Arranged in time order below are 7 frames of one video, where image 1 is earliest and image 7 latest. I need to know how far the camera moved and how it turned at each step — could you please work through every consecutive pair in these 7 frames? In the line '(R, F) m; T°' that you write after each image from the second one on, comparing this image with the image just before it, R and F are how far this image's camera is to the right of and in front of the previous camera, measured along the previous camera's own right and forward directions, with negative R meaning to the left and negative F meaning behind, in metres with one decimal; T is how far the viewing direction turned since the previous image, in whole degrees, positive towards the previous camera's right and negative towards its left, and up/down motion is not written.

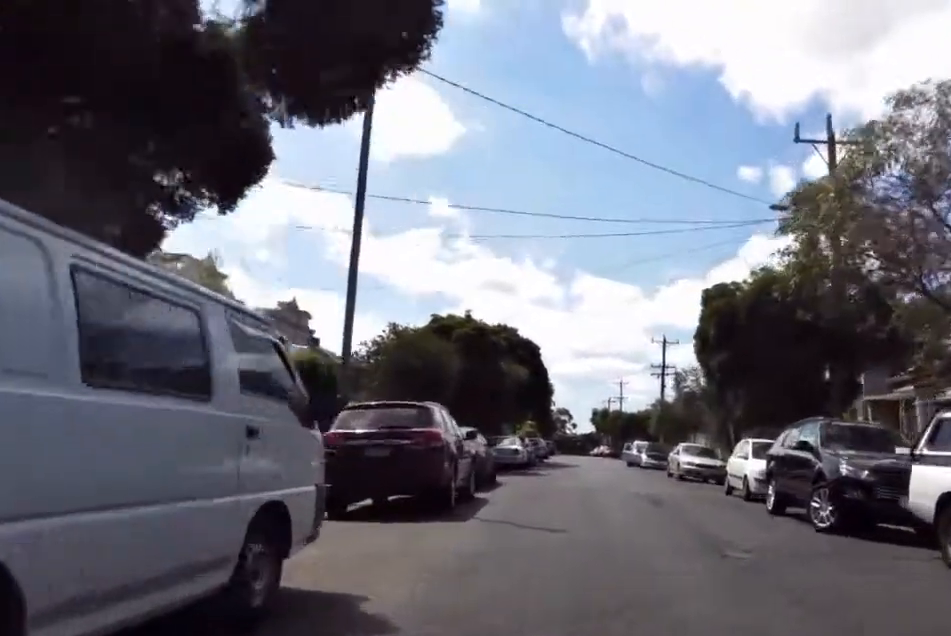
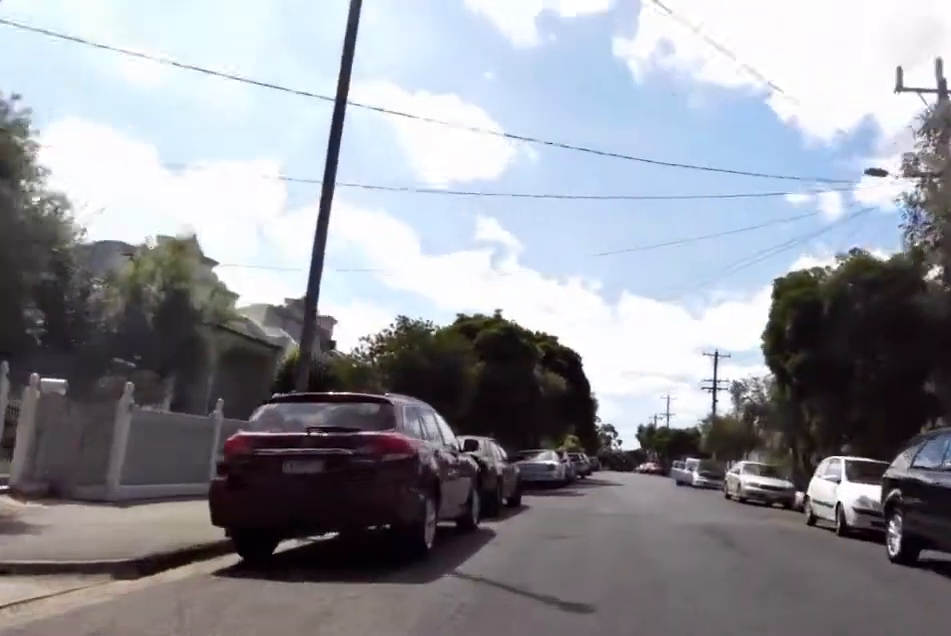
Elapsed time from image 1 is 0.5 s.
(+0.5, +4.2) m; 0°
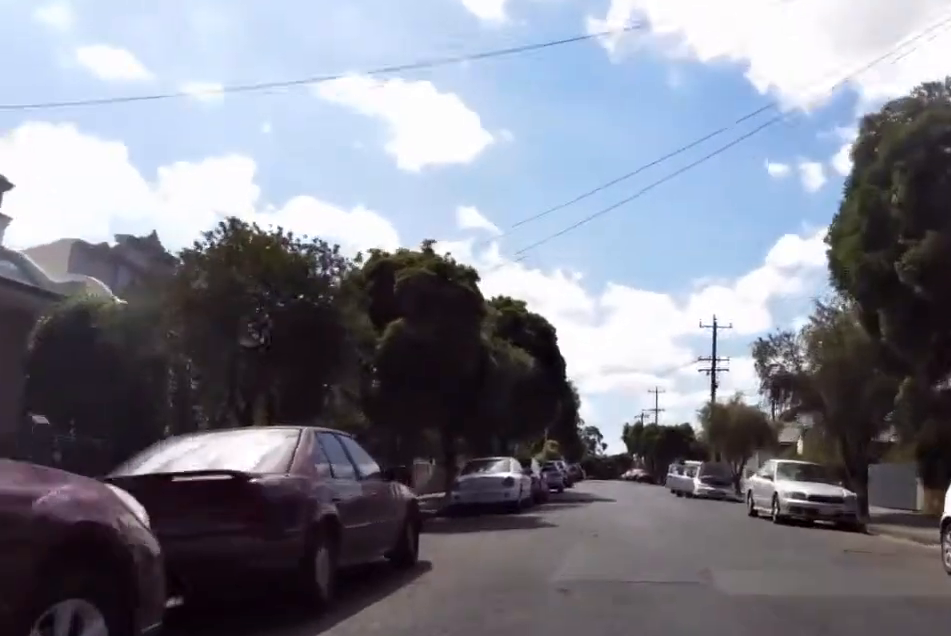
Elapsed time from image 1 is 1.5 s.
(-0.2, +7.7) m; 0°
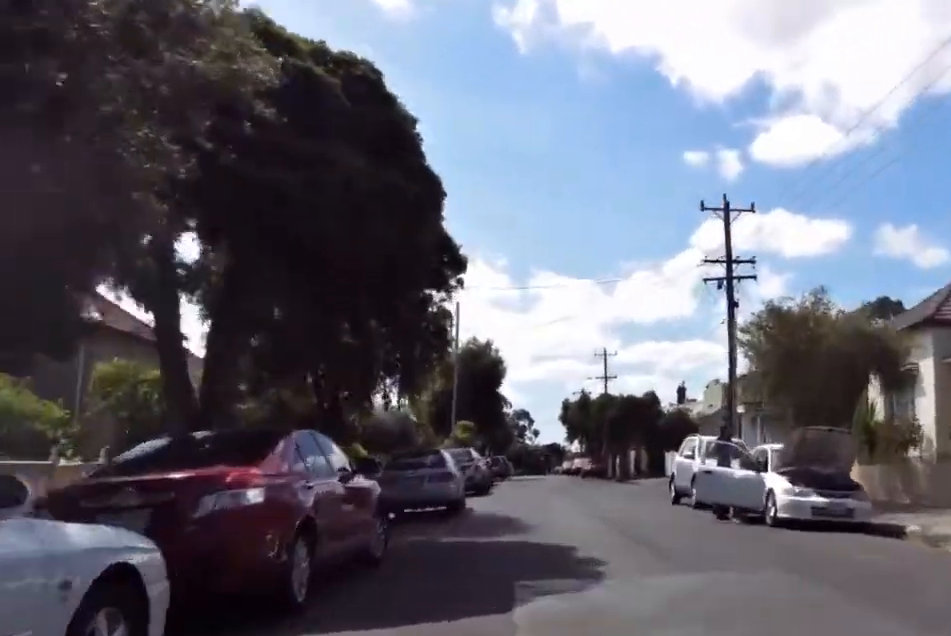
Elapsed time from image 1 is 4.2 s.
(+2.3, +19.5) m; +9°
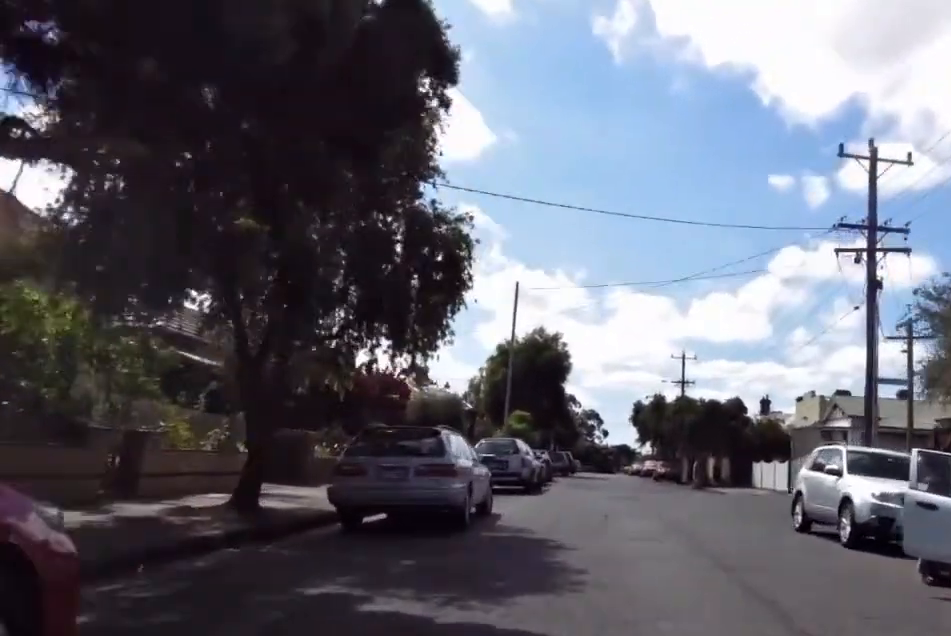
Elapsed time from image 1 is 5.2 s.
(-0.3, +6.9) m; -6°
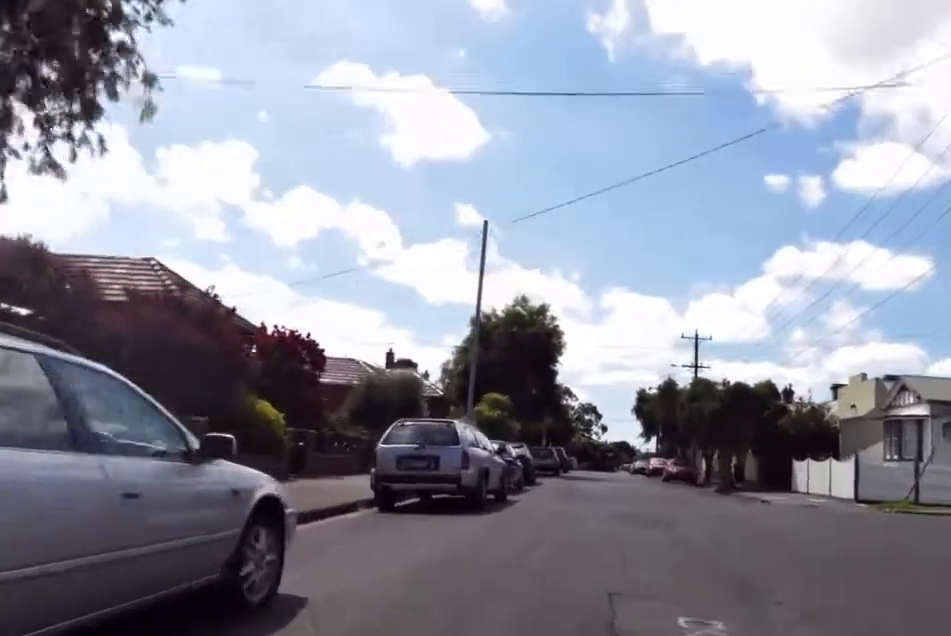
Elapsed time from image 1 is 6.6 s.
(0.0, +8.9) m; -1°
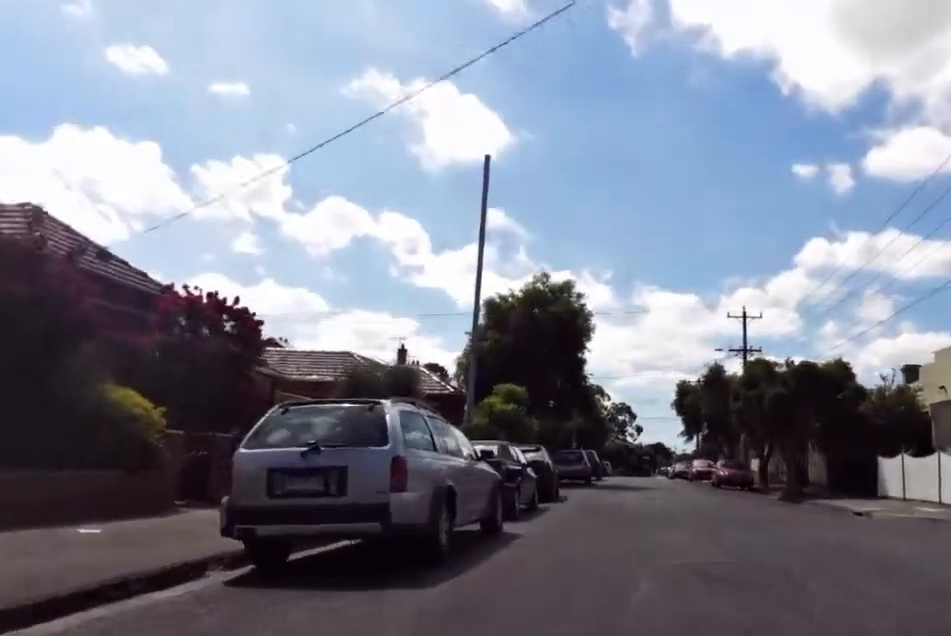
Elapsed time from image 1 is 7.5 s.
(-0.4, +5.9) m; -7°
